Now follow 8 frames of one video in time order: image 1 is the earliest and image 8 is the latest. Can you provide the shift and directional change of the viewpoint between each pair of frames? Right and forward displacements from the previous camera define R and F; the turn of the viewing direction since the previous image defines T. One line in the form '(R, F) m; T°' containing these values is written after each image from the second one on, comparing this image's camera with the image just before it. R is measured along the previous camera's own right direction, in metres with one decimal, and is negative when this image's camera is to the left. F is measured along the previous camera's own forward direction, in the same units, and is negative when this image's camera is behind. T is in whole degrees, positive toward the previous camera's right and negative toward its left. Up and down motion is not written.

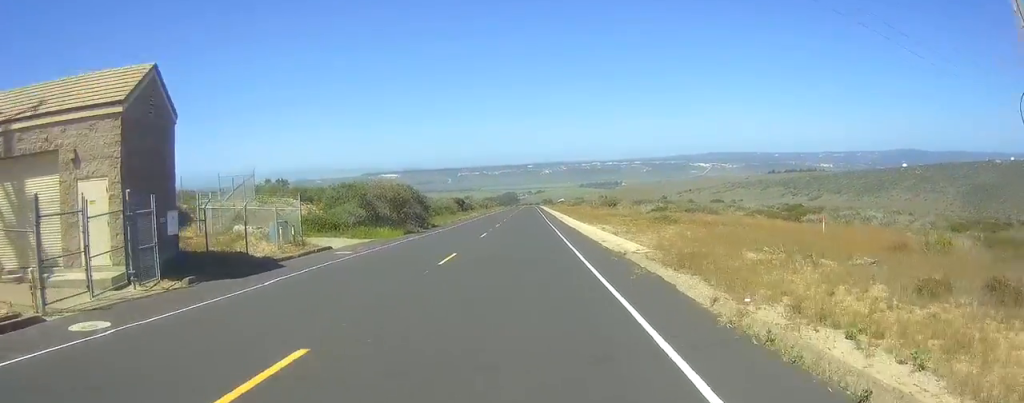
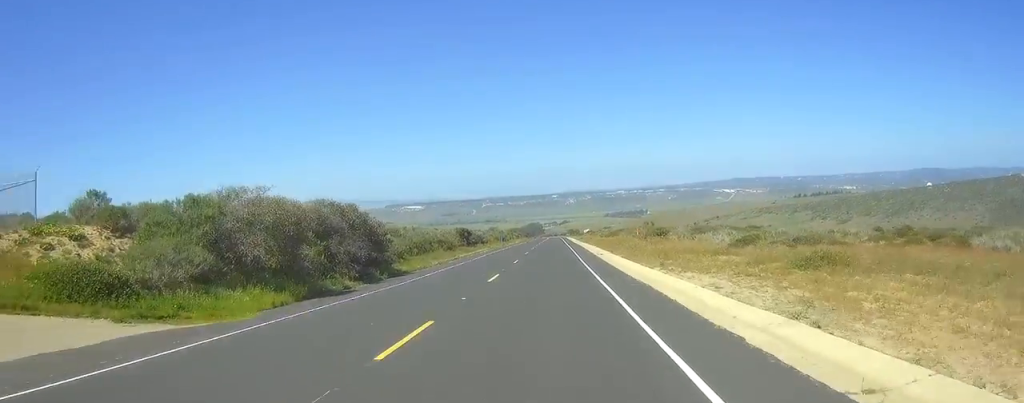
(0.0, +22.4) m; 0°
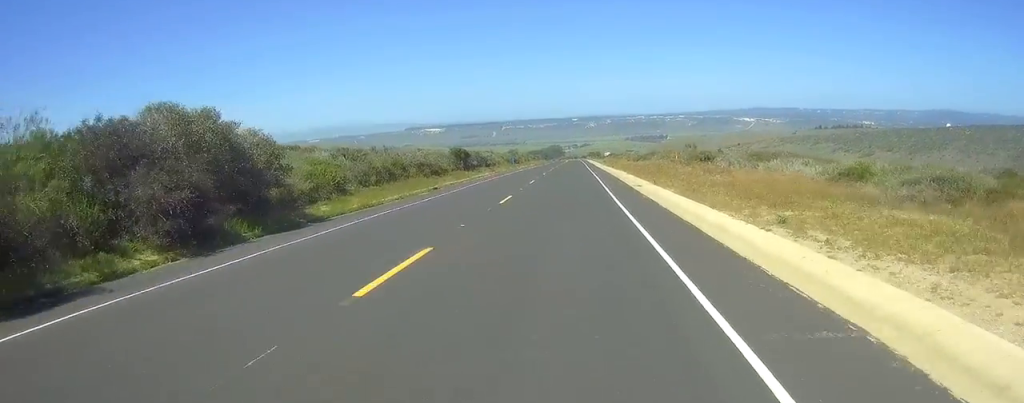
(0.0, +15.3) m; 0°
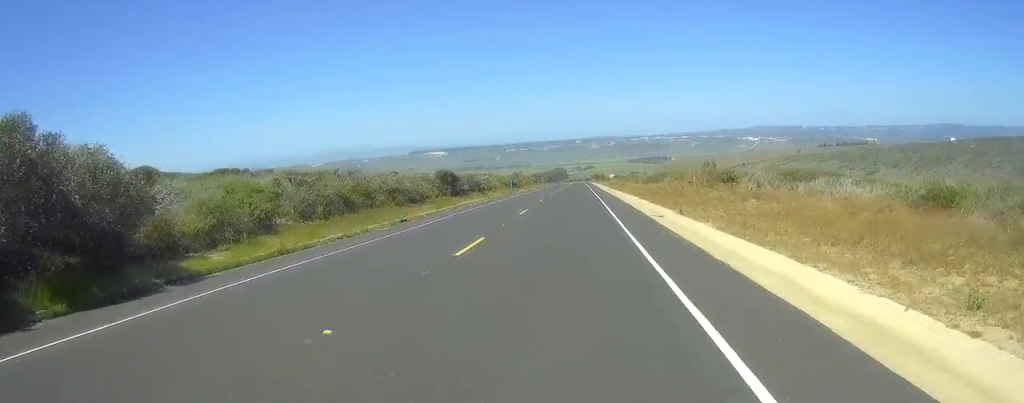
(0.0, +8.1) m; 0°
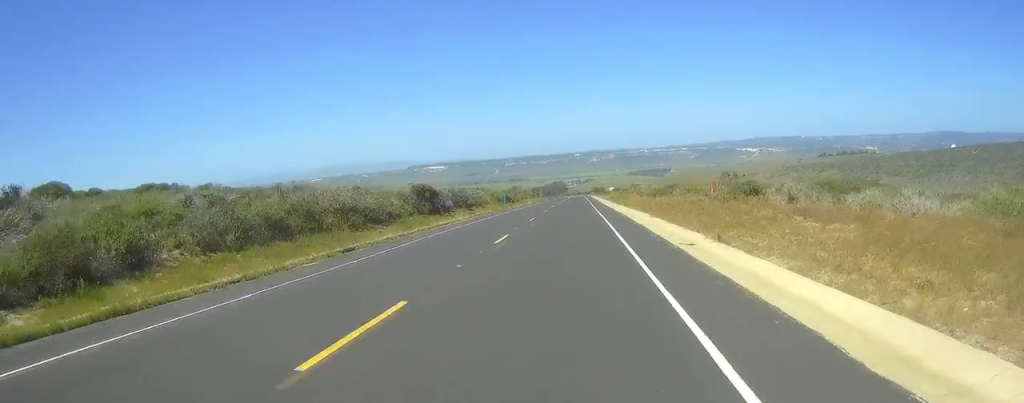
(+0.1, +7.9) m; 0°
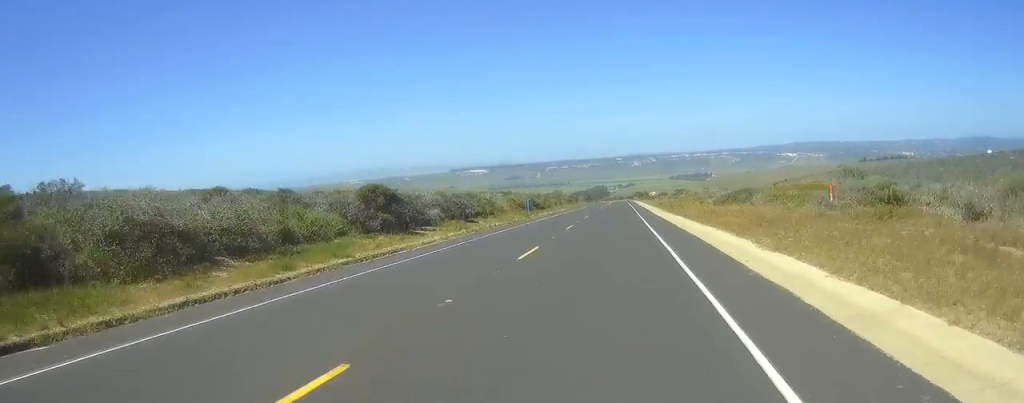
(-0.1, +18.5) m; -1°
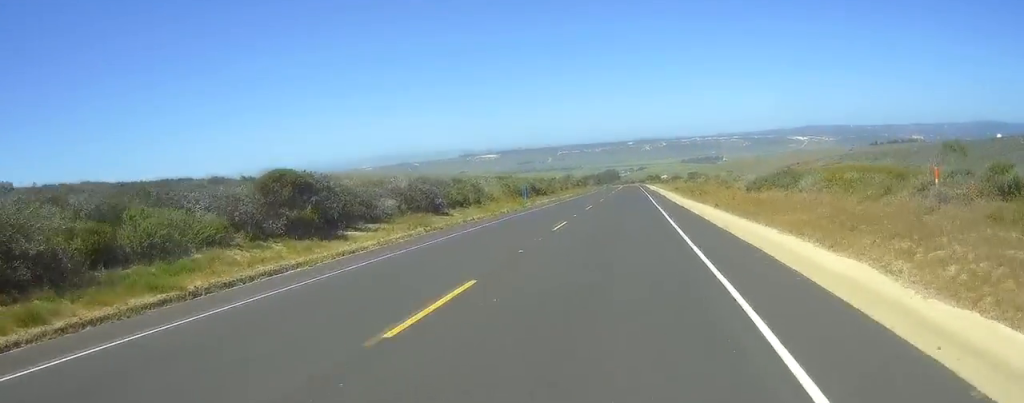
(0.0, +10.2) m; 0°
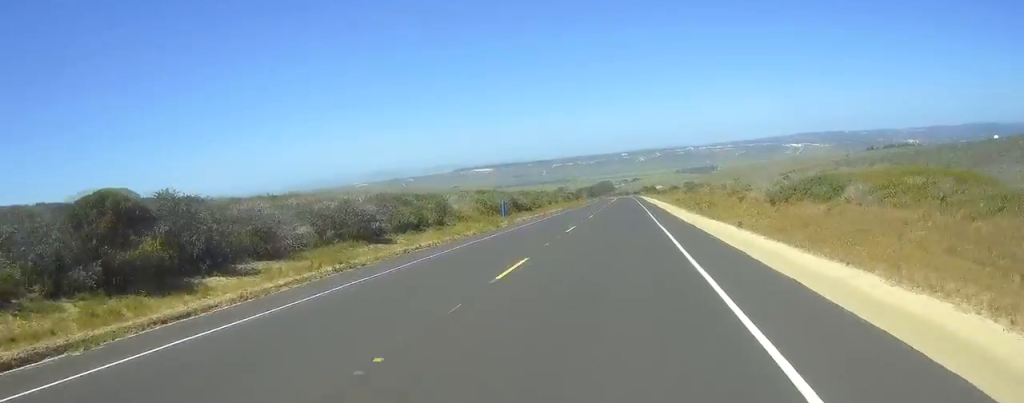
(0.0, +8.7) m; 0°
